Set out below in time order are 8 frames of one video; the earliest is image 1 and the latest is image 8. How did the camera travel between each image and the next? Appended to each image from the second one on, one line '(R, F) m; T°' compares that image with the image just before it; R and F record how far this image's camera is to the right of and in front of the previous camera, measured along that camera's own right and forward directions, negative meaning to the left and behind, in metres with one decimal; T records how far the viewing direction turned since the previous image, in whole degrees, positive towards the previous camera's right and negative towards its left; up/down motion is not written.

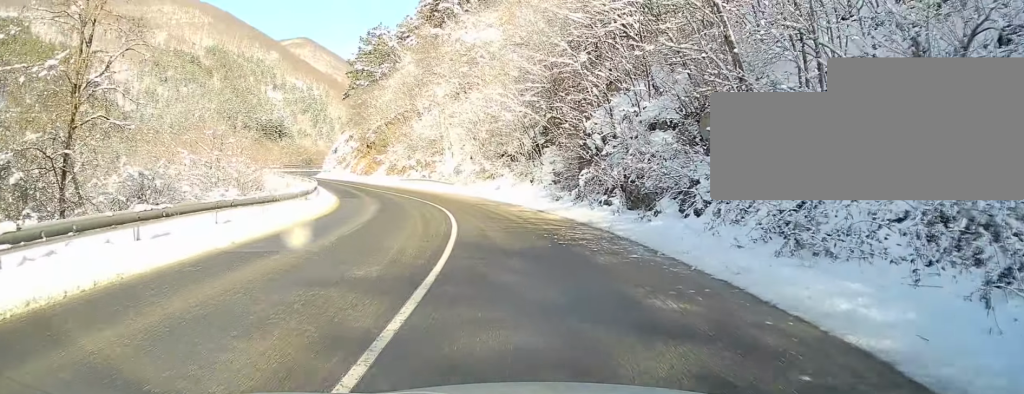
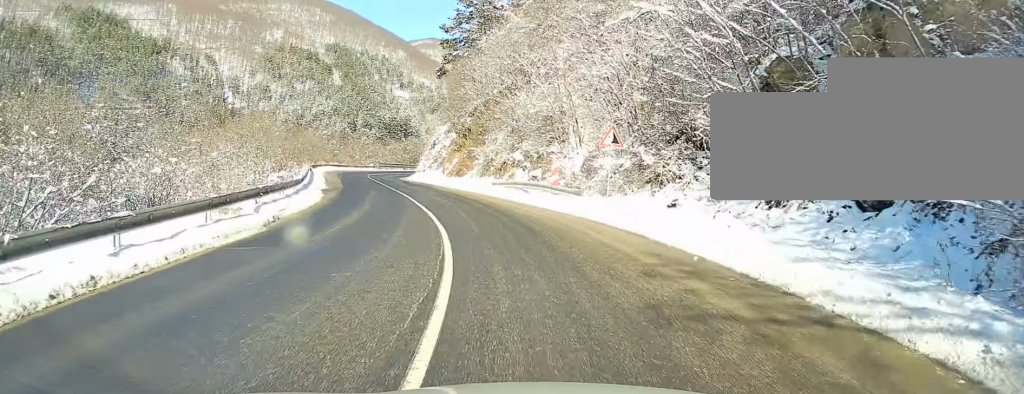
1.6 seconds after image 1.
(-1.9, +22.2) m; -13°
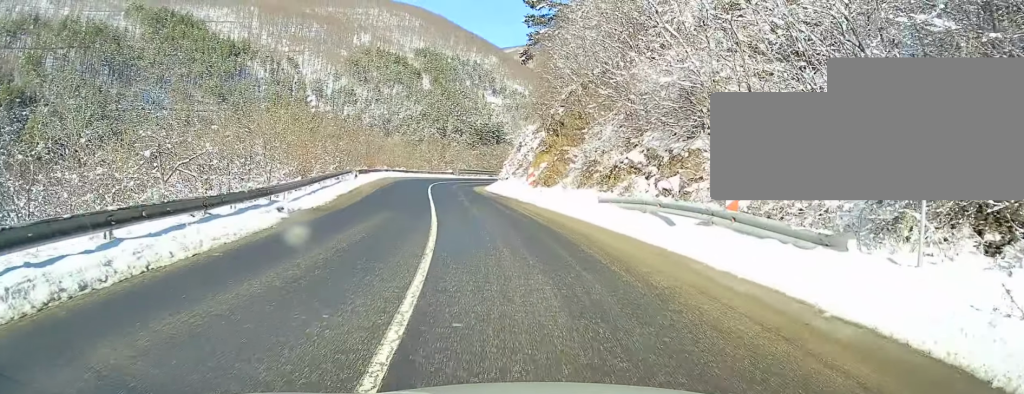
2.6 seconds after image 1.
(-1.4, +13.6) m; -8°
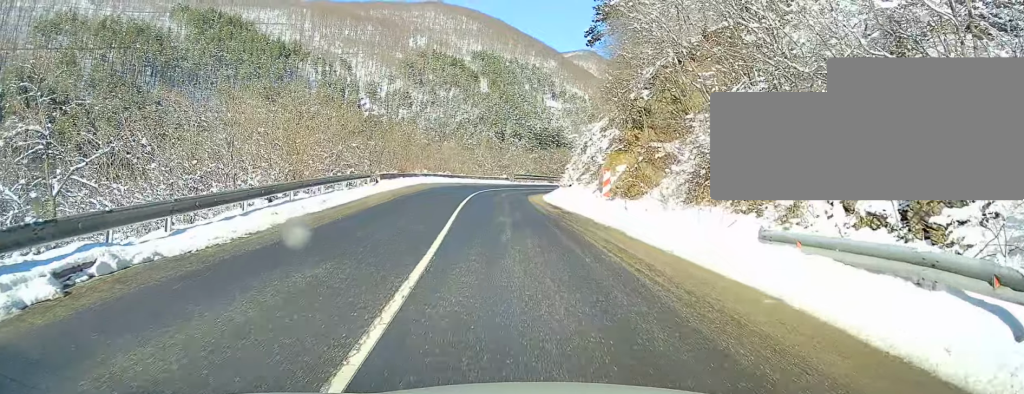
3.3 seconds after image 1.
(-0.3, +10.4) m; -4°
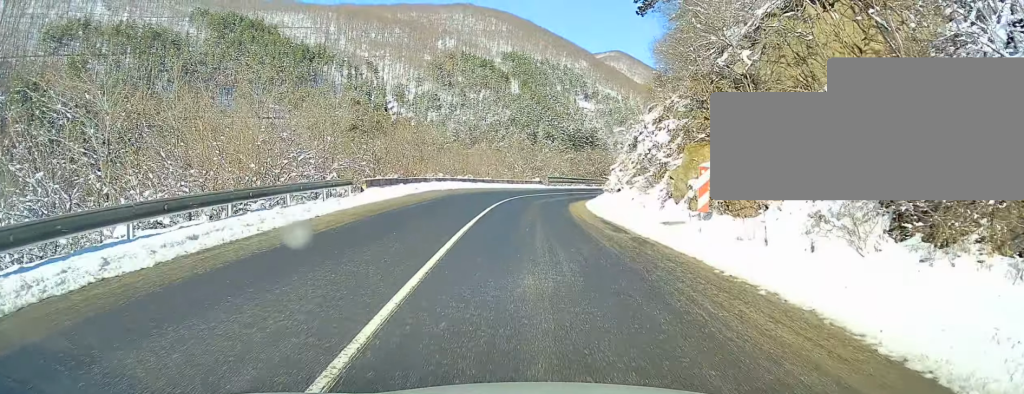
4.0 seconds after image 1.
(-0.5, +9.8) m; -1°
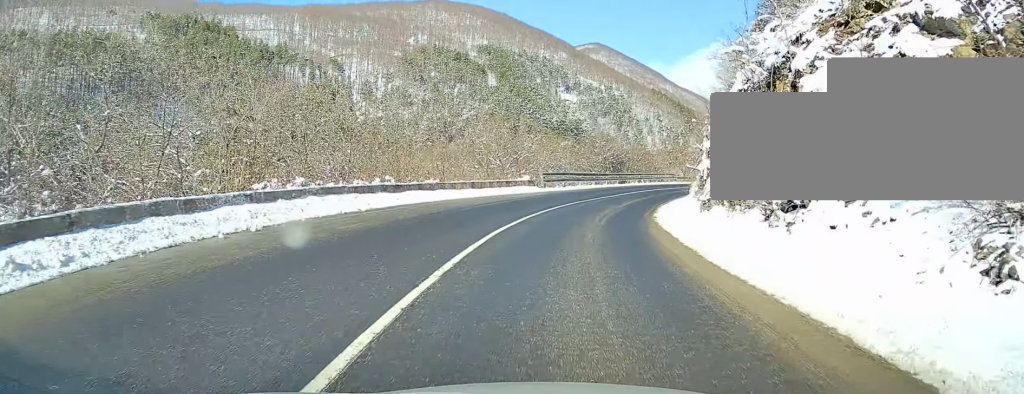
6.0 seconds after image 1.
(+1.3, +27.6) m; +9°
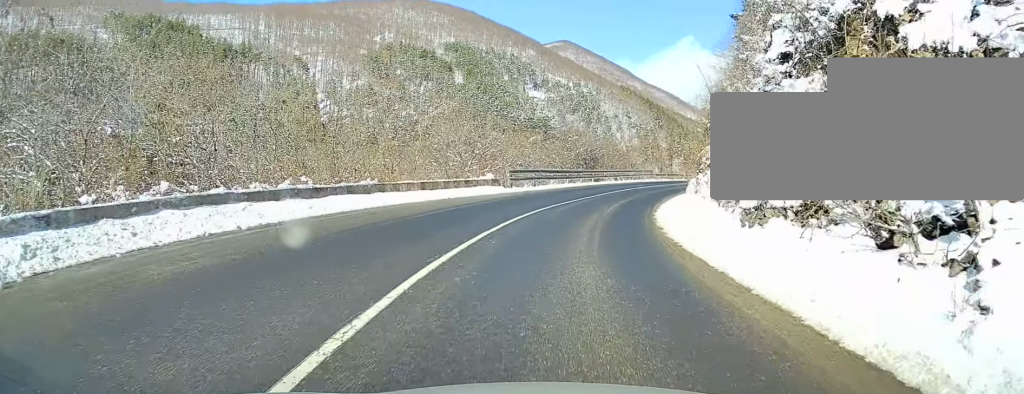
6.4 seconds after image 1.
(-0.1, +6.1) m; +3°
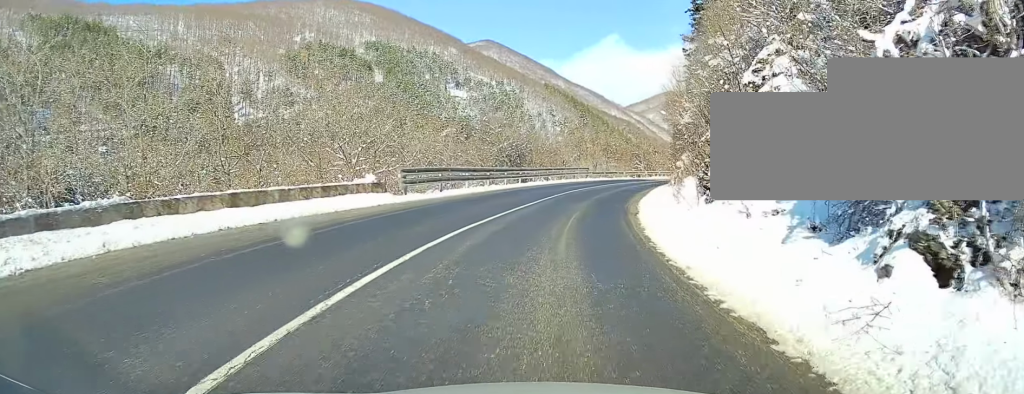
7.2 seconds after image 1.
(+0.7, +11.2) m; +6°
